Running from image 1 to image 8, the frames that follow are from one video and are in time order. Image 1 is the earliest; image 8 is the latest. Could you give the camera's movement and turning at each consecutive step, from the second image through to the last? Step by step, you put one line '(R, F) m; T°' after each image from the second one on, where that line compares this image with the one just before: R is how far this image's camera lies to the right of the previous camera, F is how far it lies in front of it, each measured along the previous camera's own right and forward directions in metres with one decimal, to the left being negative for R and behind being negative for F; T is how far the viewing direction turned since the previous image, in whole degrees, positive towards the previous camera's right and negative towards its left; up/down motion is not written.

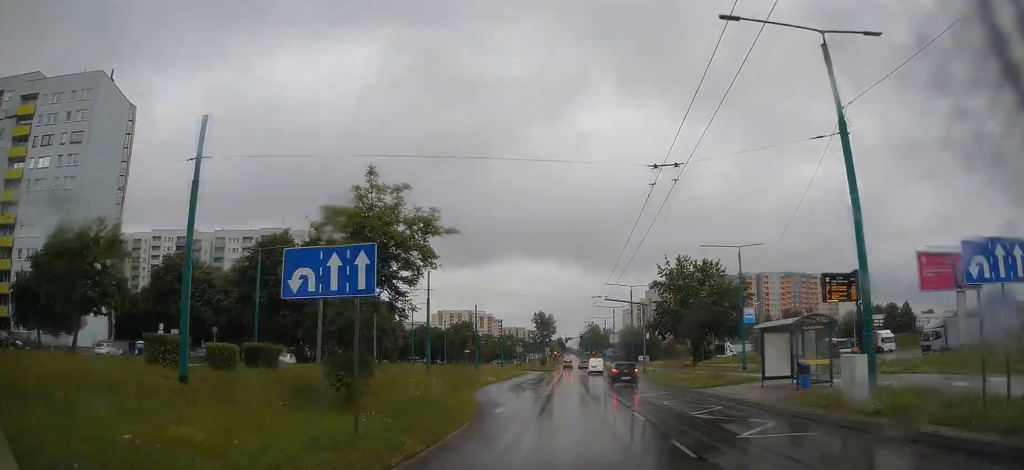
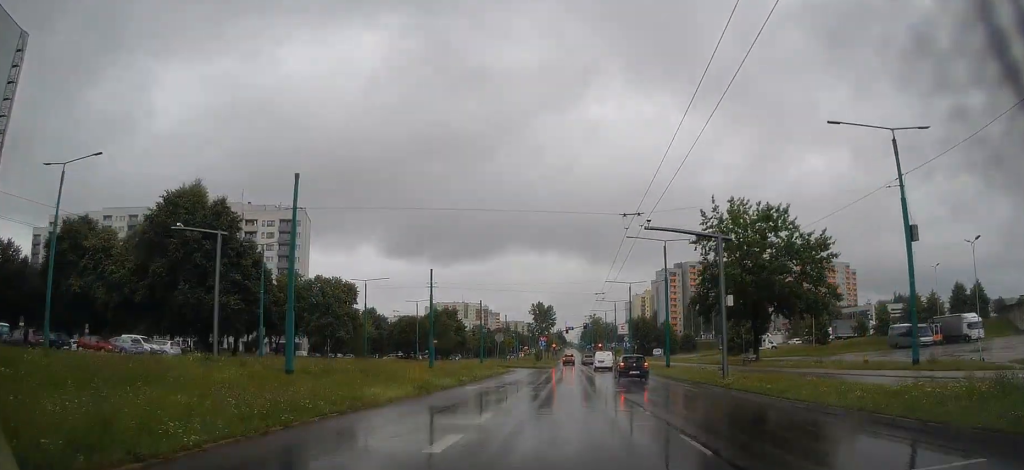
(-0.4, +23.7) m; -1°
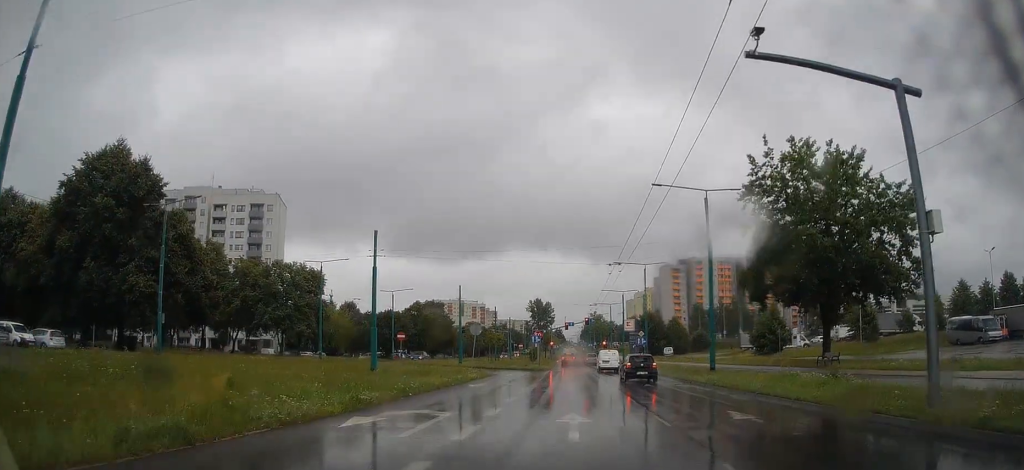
(+0.2, +14.1) m; +2°
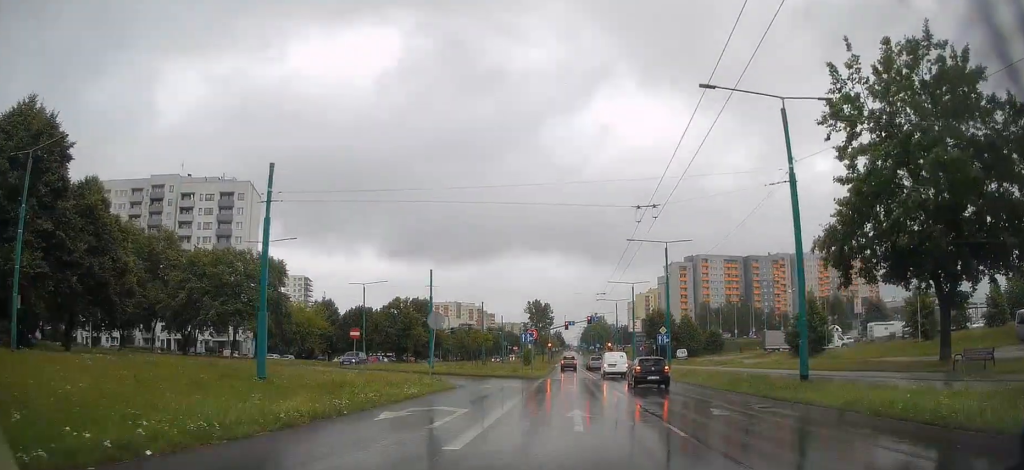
(+0.1, +12.5) m; 0°
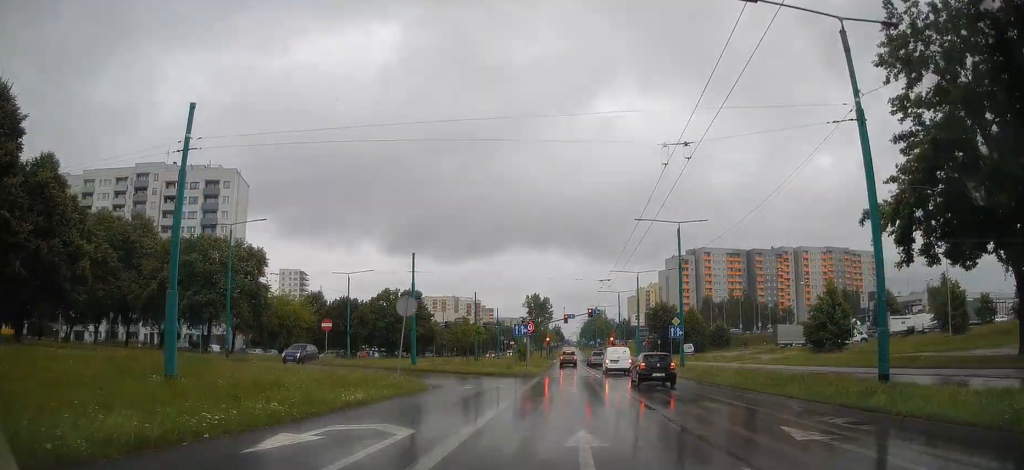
(0.0, +5.3) m; 0°
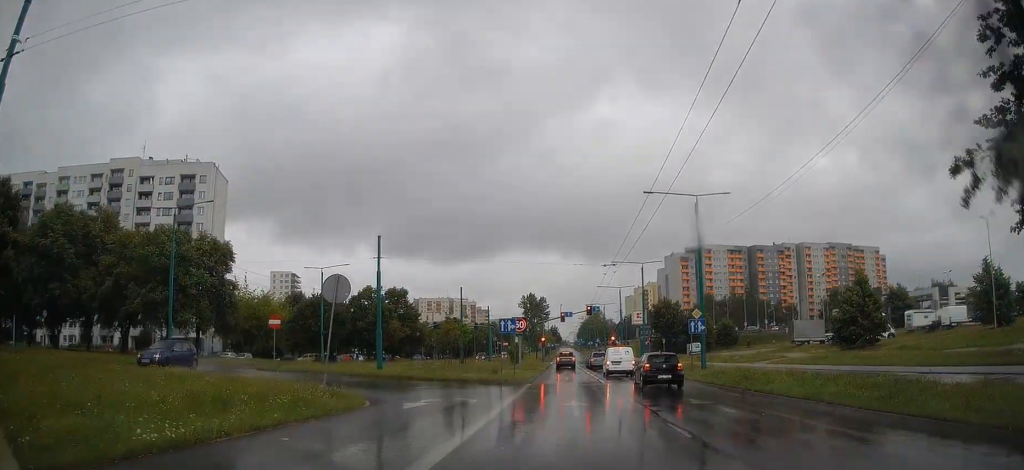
(-0.1, +6.8) m; -1°
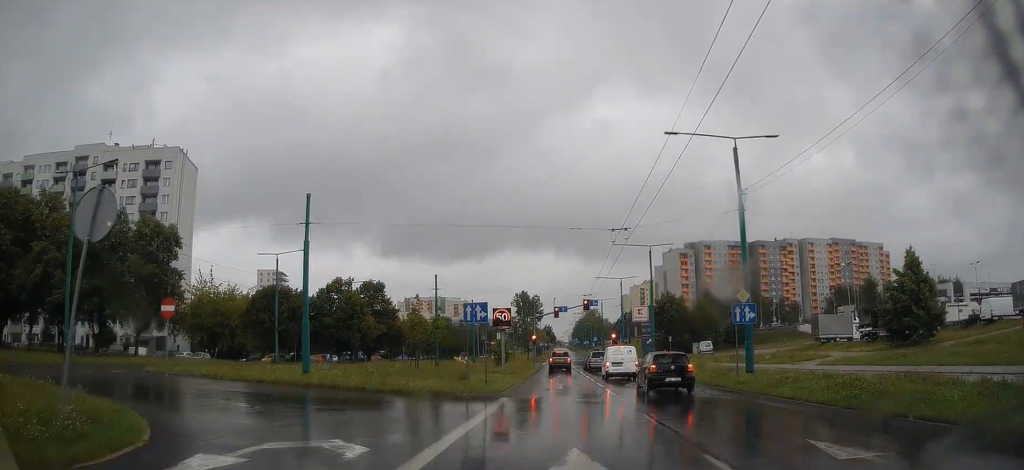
(-0.1, +9.1) m; 0°
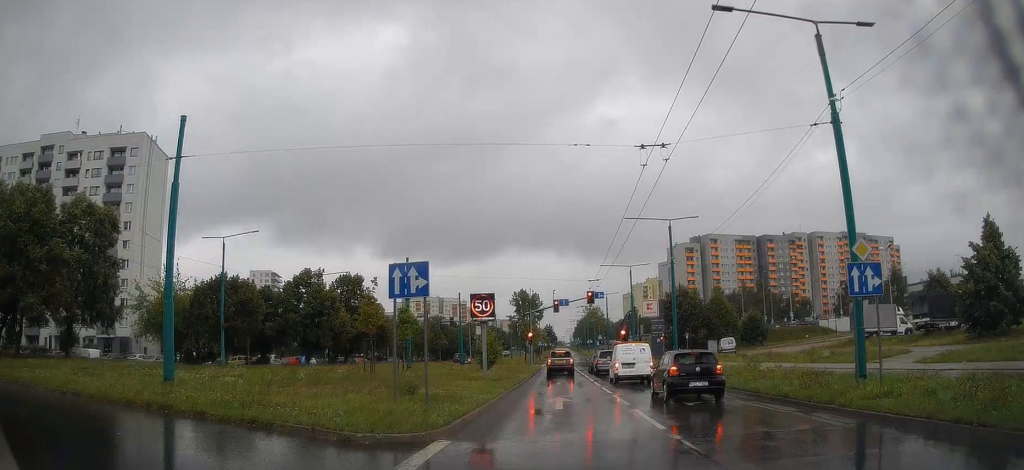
(+0.1, +9.3) m; +1°
